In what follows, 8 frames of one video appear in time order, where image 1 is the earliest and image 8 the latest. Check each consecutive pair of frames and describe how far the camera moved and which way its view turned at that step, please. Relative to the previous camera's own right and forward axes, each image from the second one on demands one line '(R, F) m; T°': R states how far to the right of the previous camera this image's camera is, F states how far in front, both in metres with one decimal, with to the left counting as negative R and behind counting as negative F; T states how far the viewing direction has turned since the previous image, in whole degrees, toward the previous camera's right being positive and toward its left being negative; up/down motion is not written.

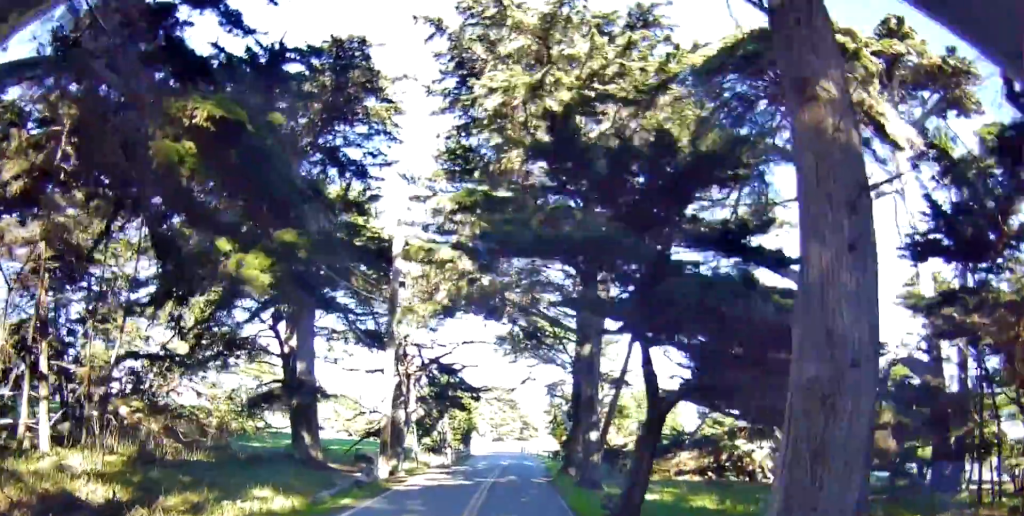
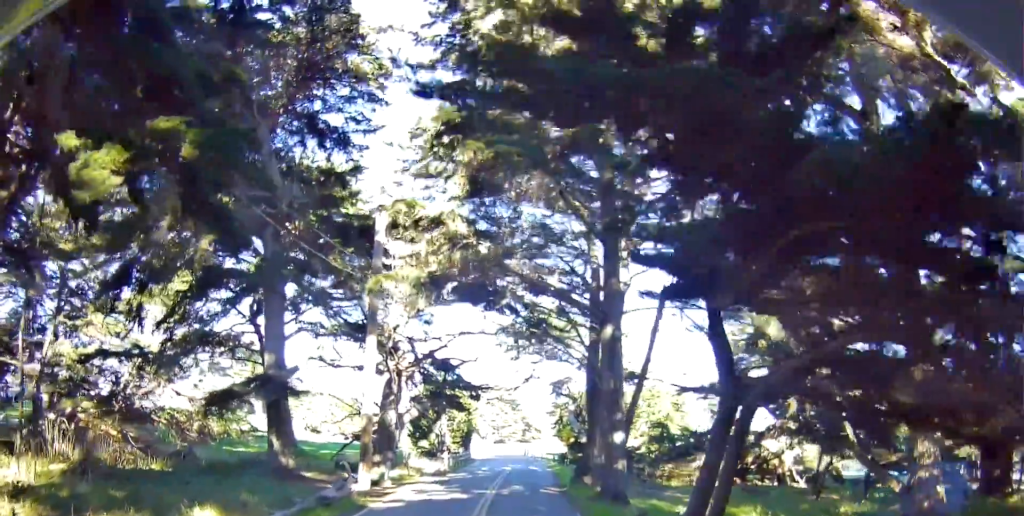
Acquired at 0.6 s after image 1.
(-0.1, +2.9) m; -5°
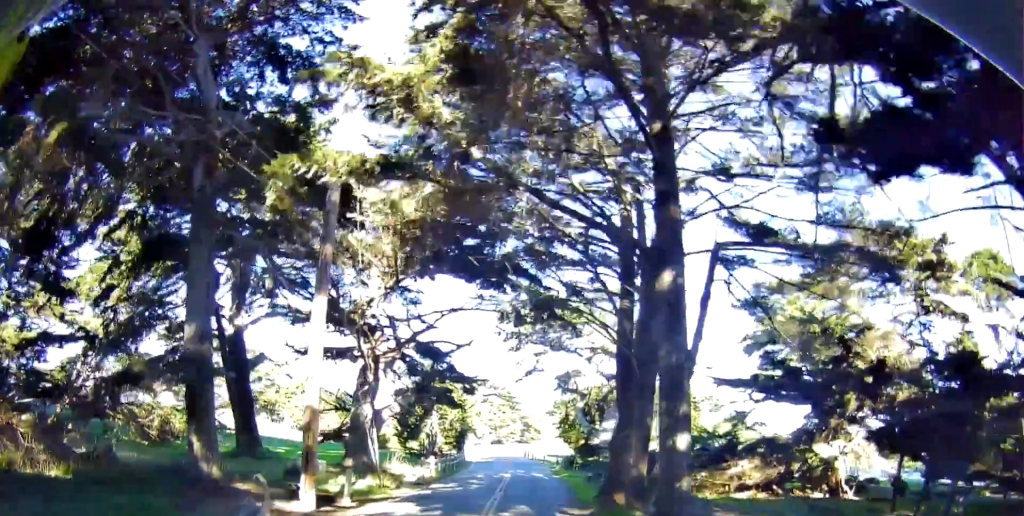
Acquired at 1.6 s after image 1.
(-0.4, +4.9) m; -7°
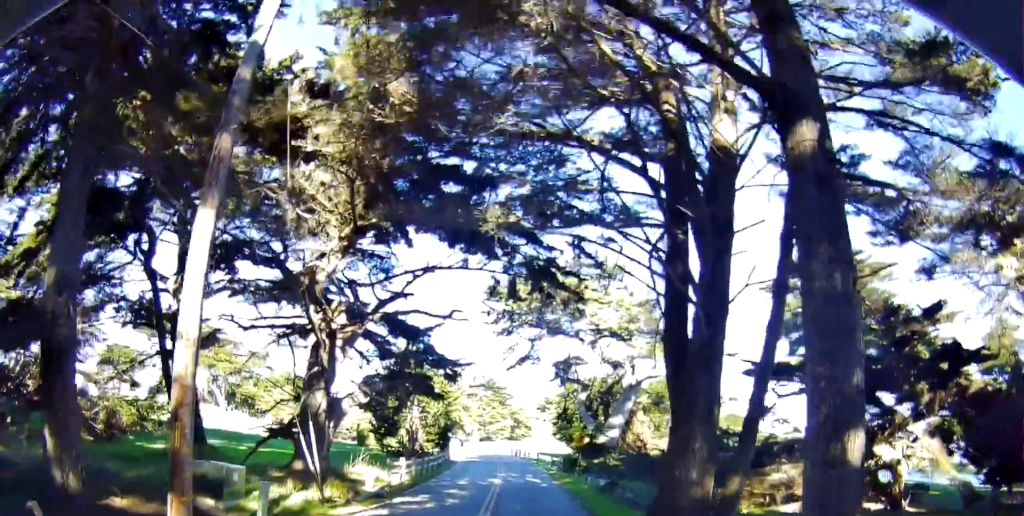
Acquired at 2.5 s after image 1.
(-0.2, +5.2) m; 0°
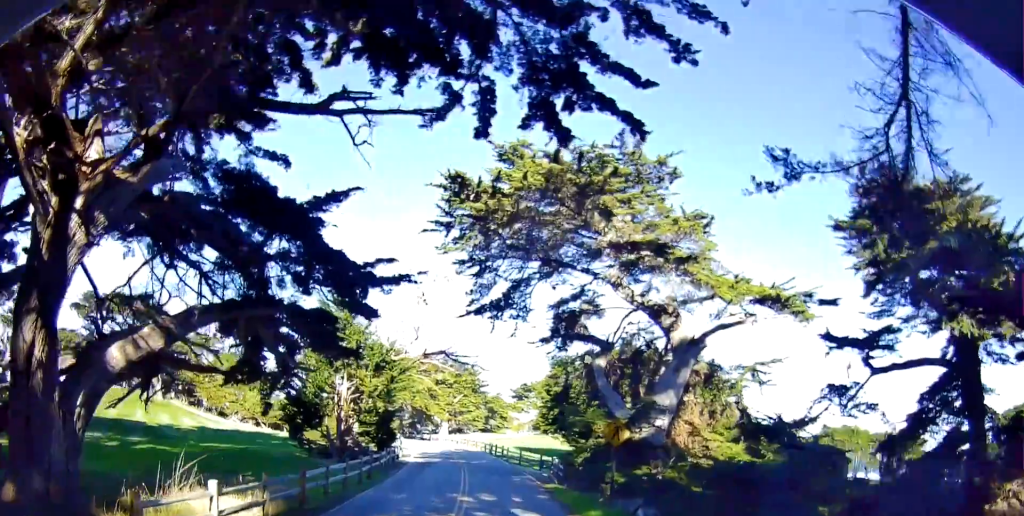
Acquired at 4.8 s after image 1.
(+1.8, +13.0) m; +9°
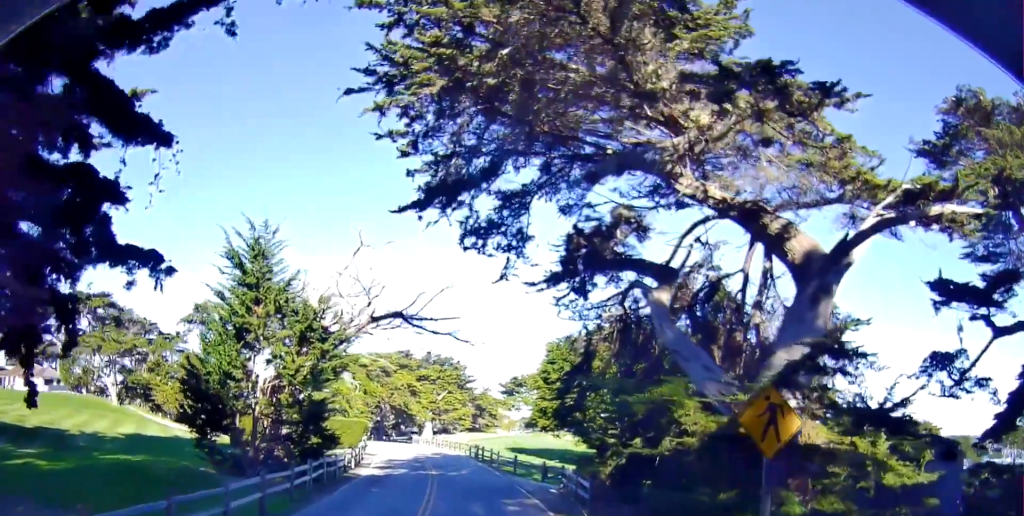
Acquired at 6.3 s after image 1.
(-0.7, +9.9) m; -1°
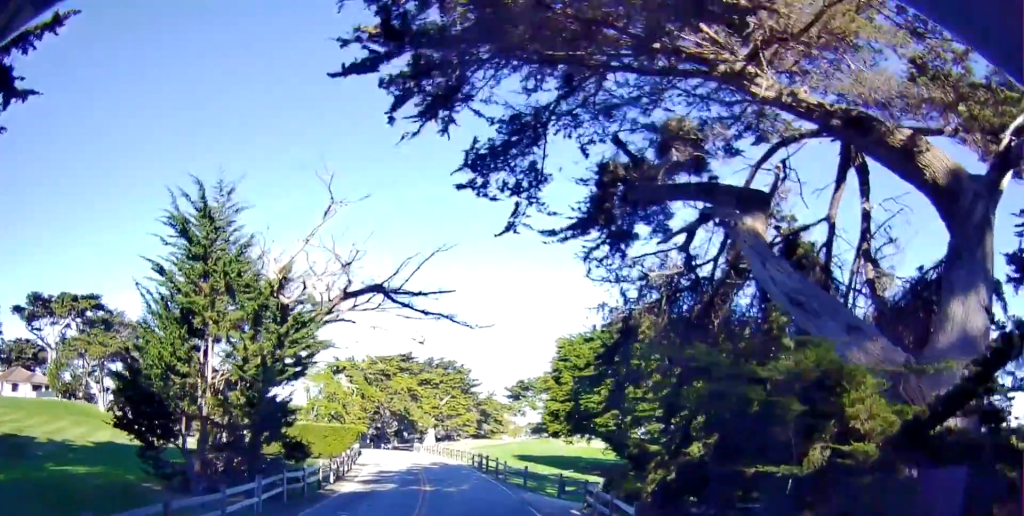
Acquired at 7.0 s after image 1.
(+0.3, +3.8) m; +2°
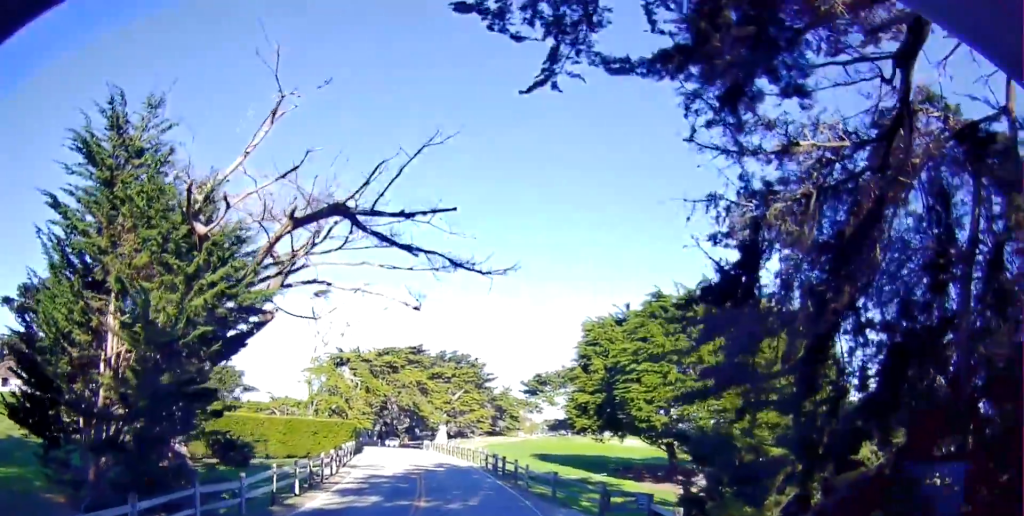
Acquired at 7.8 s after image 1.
(+0.1, +4.7) m; -1°
